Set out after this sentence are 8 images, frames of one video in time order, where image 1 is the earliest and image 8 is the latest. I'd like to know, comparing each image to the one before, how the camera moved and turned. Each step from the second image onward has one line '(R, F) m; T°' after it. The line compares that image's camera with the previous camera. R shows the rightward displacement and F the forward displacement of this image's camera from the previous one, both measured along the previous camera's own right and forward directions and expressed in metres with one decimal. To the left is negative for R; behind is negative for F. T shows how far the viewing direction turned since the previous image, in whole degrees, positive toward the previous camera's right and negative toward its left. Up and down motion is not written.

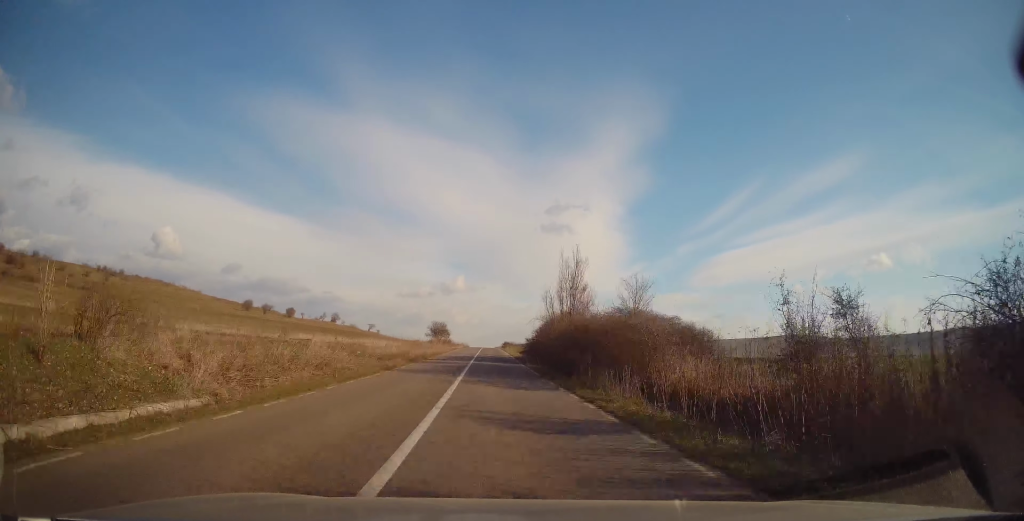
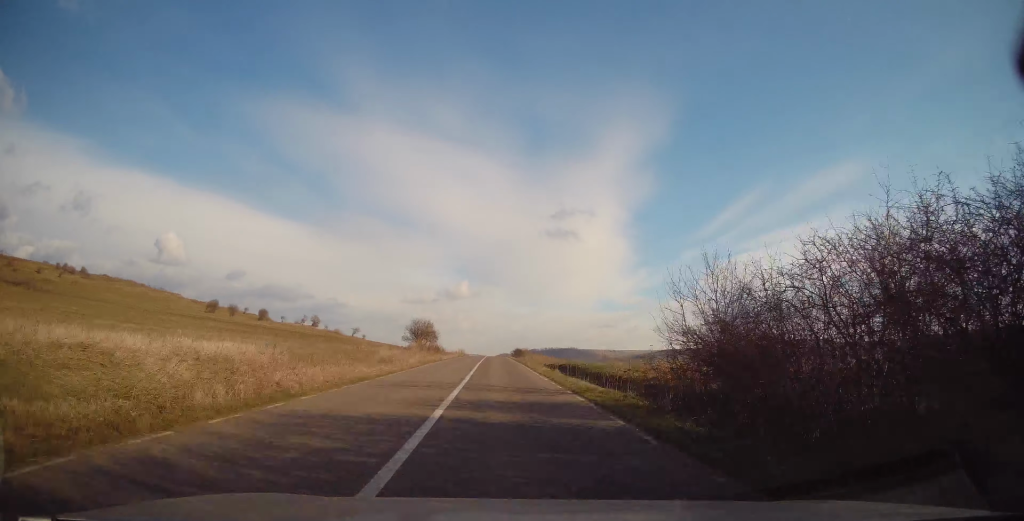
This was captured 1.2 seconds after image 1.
(+0.1, +34.0) m; 0°
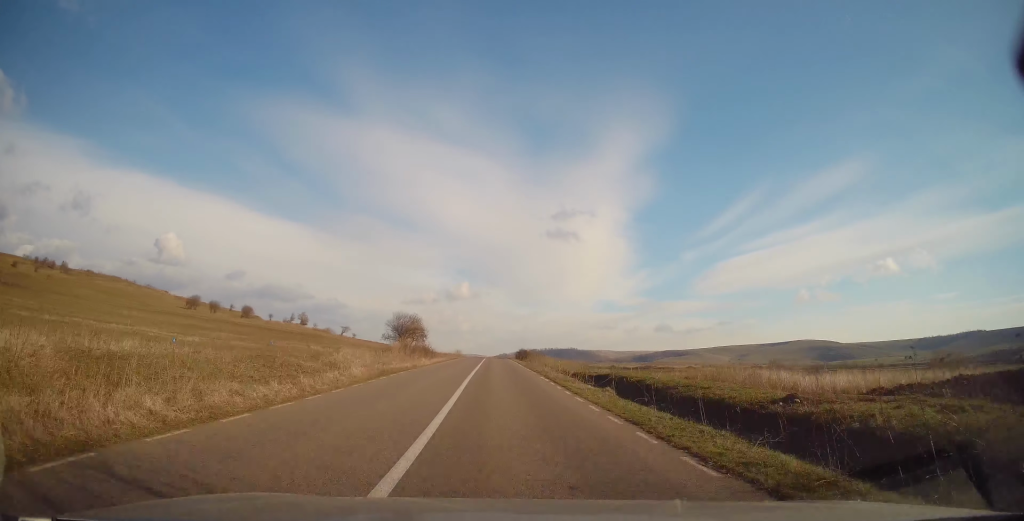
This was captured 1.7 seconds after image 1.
(0.0, +13.5) m; 0°
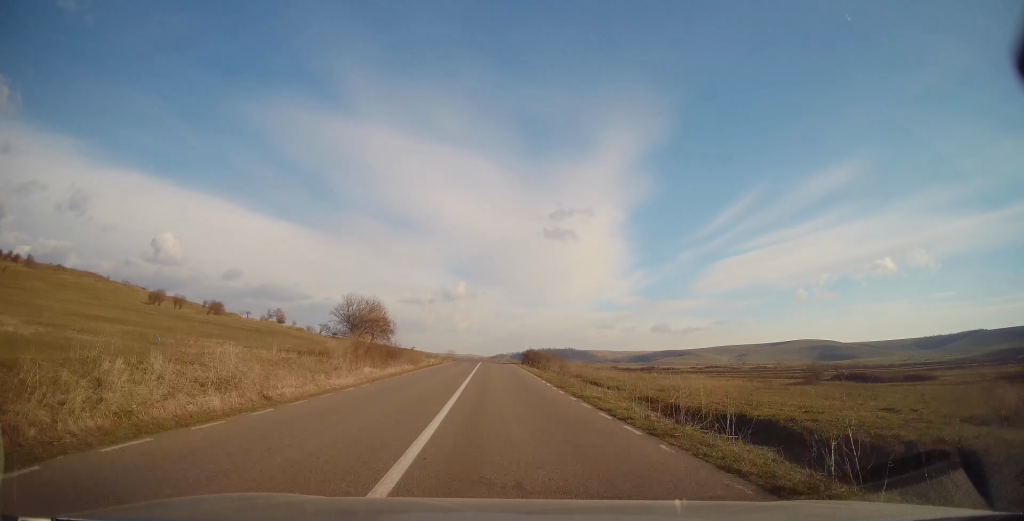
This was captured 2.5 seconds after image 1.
(0.0, +21.2) m; 0°
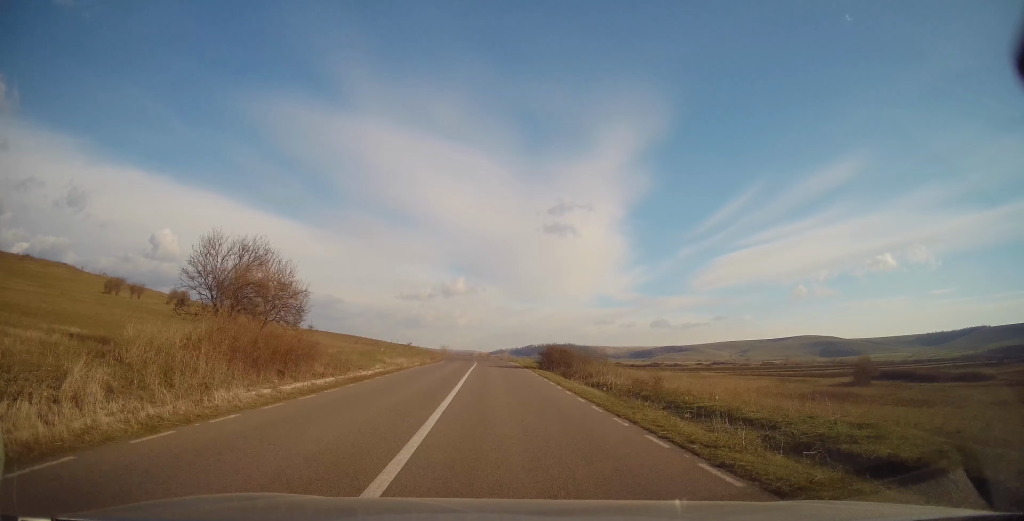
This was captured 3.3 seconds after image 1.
(0.0, +21.7) m; -1°
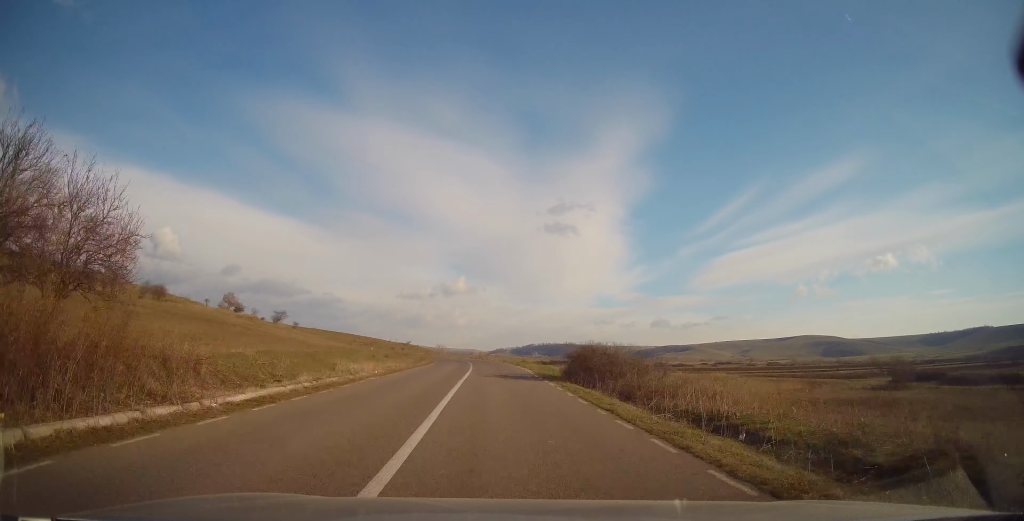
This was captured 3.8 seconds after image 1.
(-0.2, +12.0) m; 0°
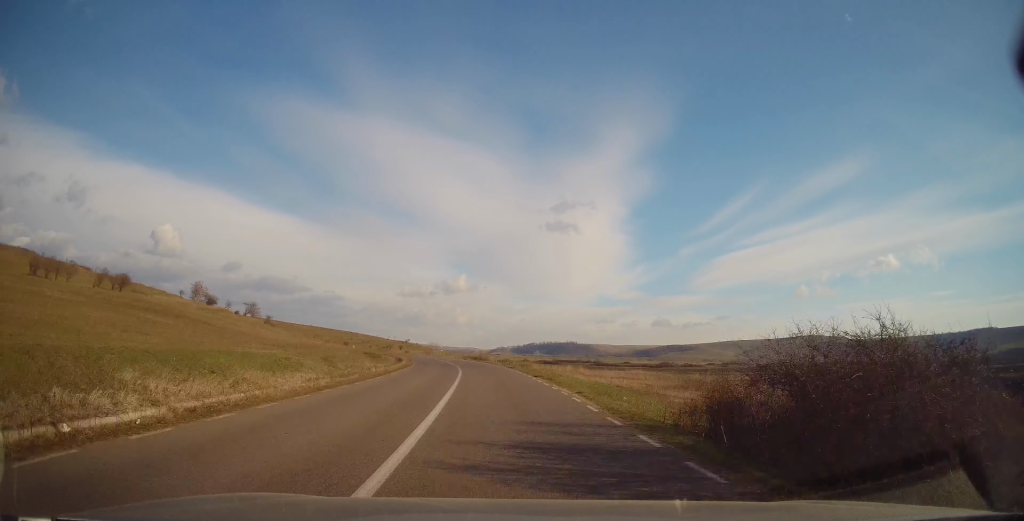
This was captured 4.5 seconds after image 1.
(-0.1, +18.0) m; 0°
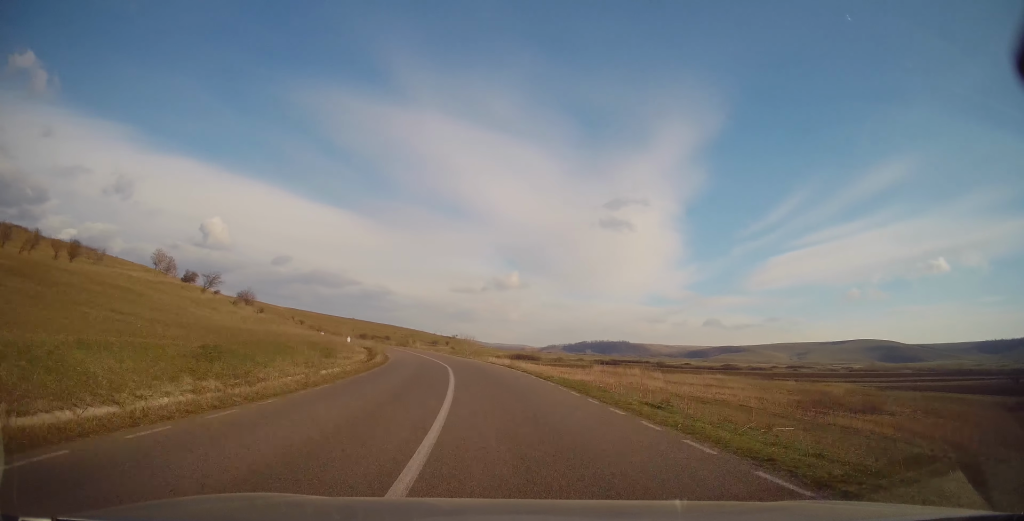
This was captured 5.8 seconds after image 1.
(-0.7, +34.3) m; -5°
